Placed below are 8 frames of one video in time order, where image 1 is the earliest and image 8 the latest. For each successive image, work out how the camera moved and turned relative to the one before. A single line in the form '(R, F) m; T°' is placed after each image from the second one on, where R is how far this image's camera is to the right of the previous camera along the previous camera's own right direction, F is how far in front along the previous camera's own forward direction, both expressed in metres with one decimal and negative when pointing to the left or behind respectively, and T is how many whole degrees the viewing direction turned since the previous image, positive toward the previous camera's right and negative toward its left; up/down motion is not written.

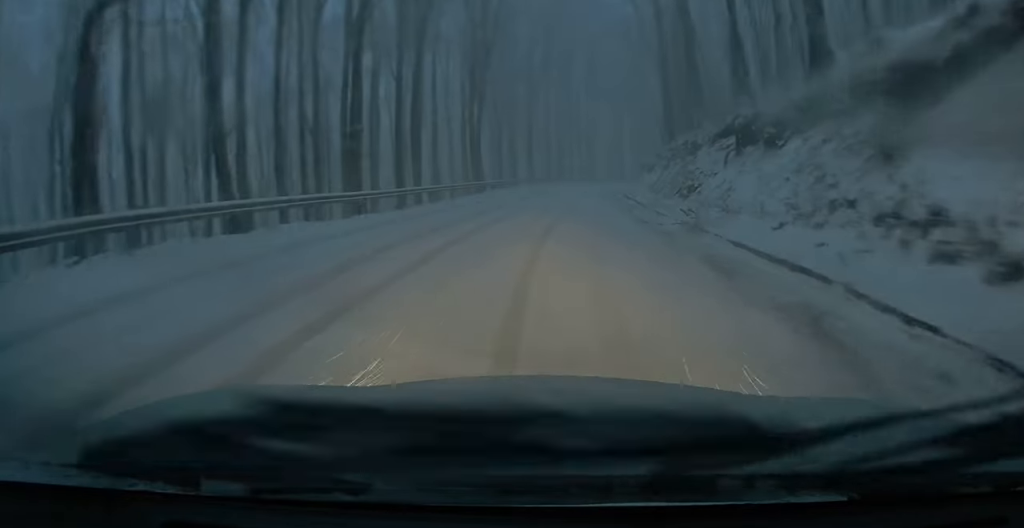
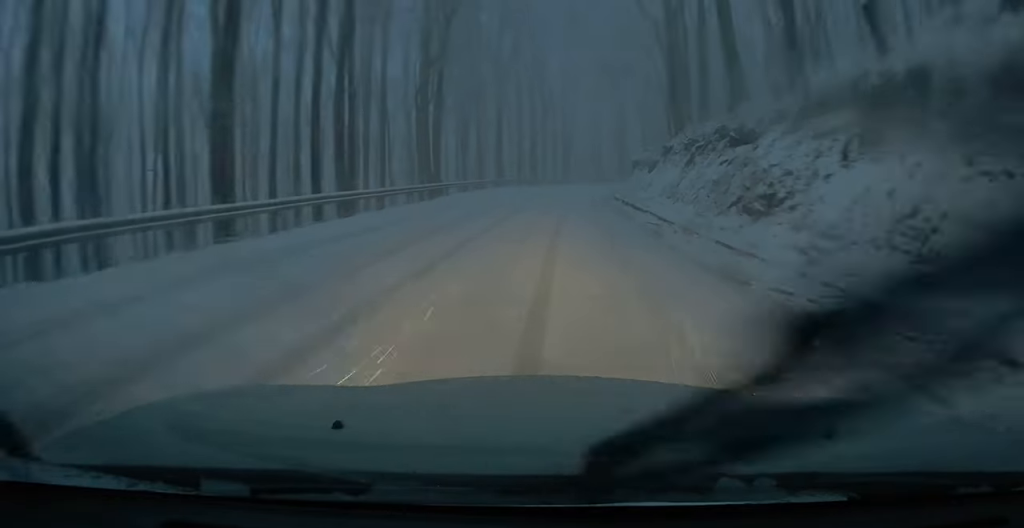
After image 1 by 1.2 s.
(-0.3, +9.0) m; 0°
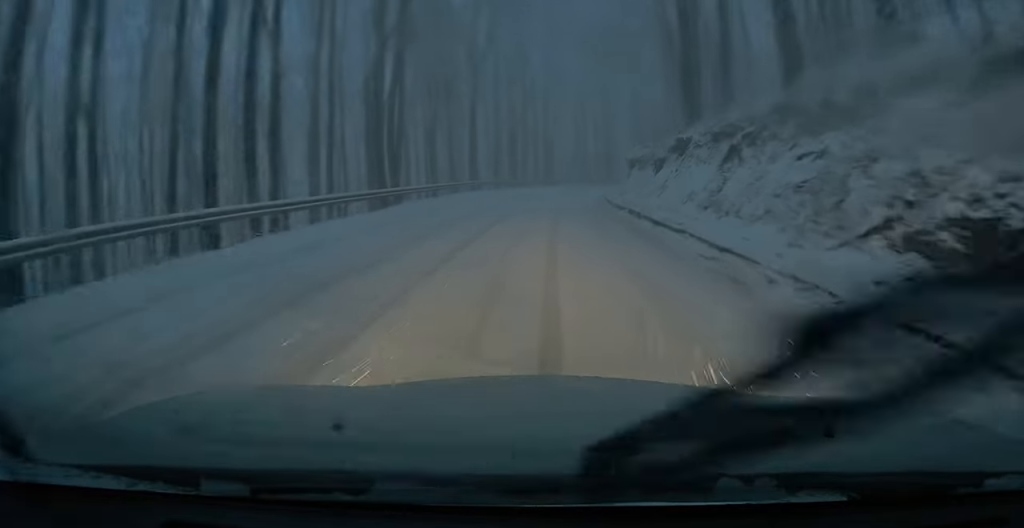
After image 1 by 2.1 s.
(+0.2, +7.1) m; +2°
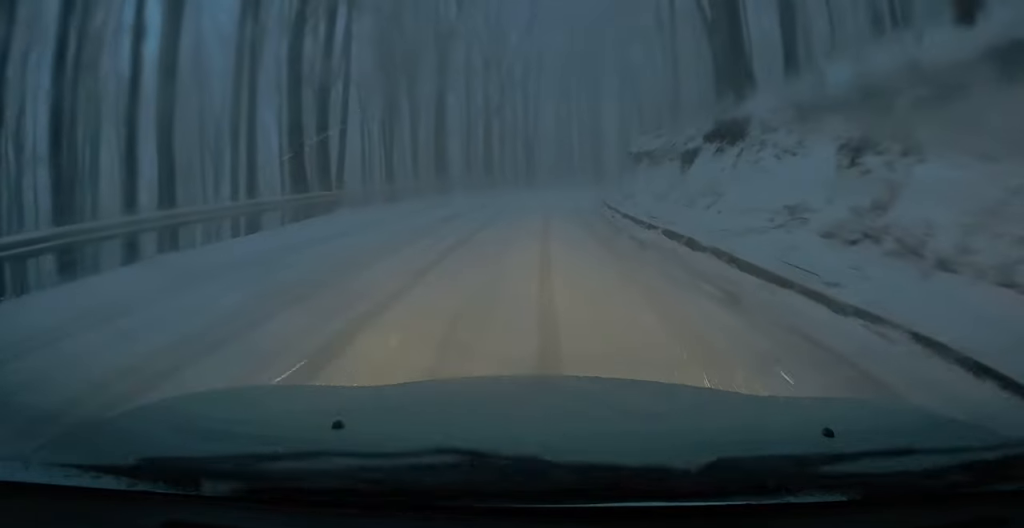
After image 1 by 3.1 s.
(+0.1, +8.4) m; +1°
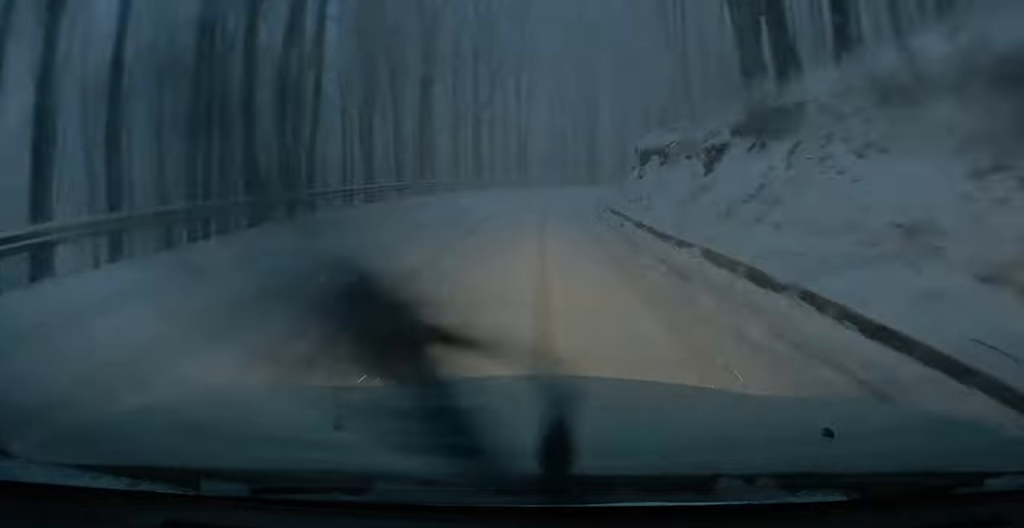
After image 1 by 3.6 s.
(-0.1, +3.5) m; +1°
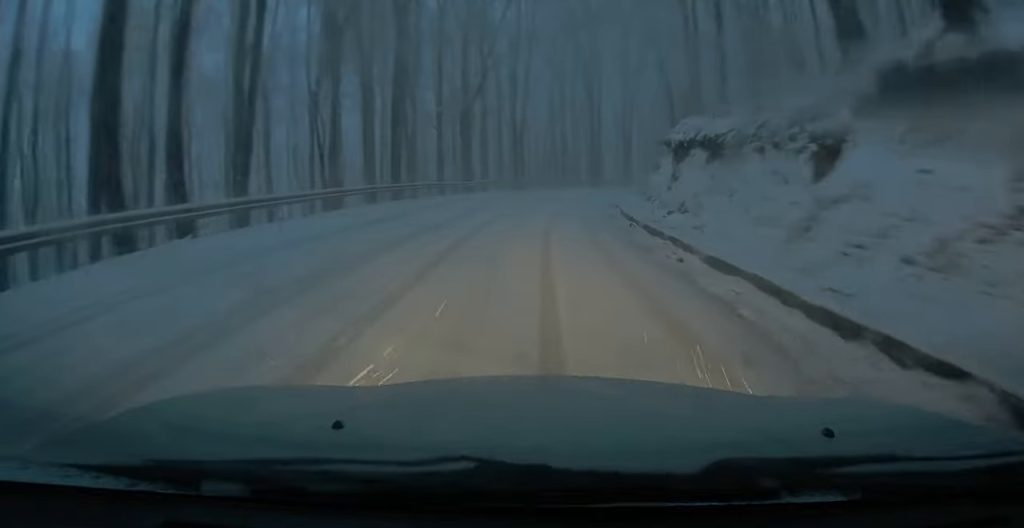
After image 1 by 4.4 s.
(+0.2, +6.6) m; +1°
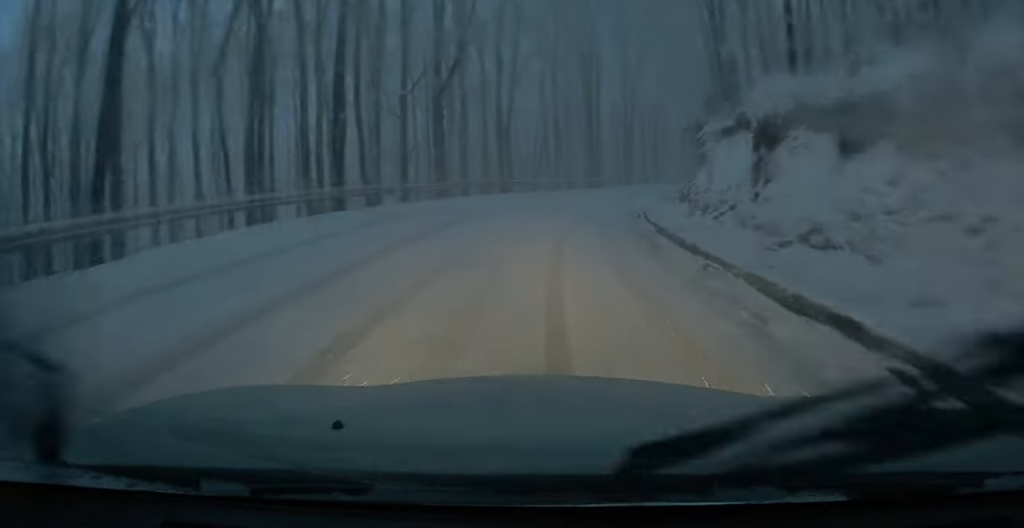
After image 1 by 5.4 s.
(0.0, +7.8) m; 0°
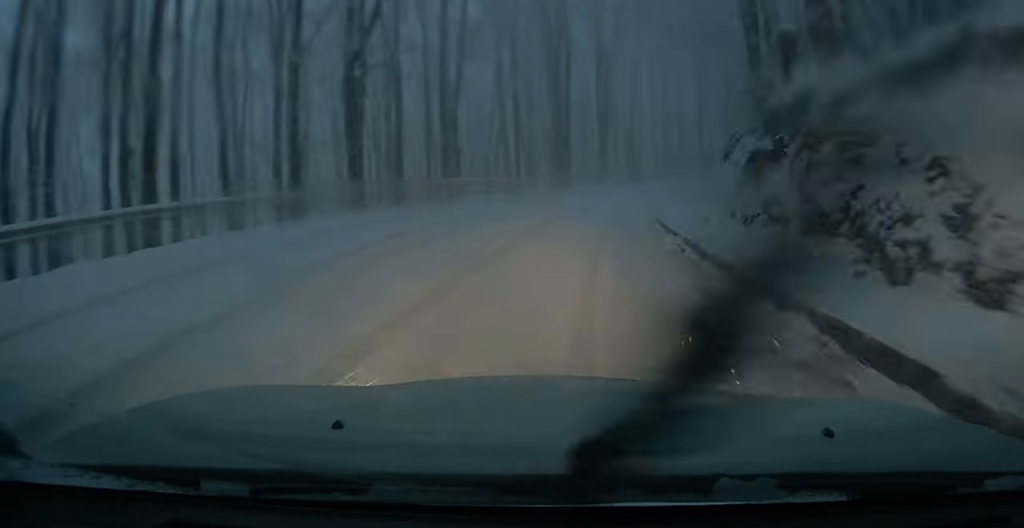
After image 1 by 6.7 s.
(-0.1, +9.5) m; +4°
